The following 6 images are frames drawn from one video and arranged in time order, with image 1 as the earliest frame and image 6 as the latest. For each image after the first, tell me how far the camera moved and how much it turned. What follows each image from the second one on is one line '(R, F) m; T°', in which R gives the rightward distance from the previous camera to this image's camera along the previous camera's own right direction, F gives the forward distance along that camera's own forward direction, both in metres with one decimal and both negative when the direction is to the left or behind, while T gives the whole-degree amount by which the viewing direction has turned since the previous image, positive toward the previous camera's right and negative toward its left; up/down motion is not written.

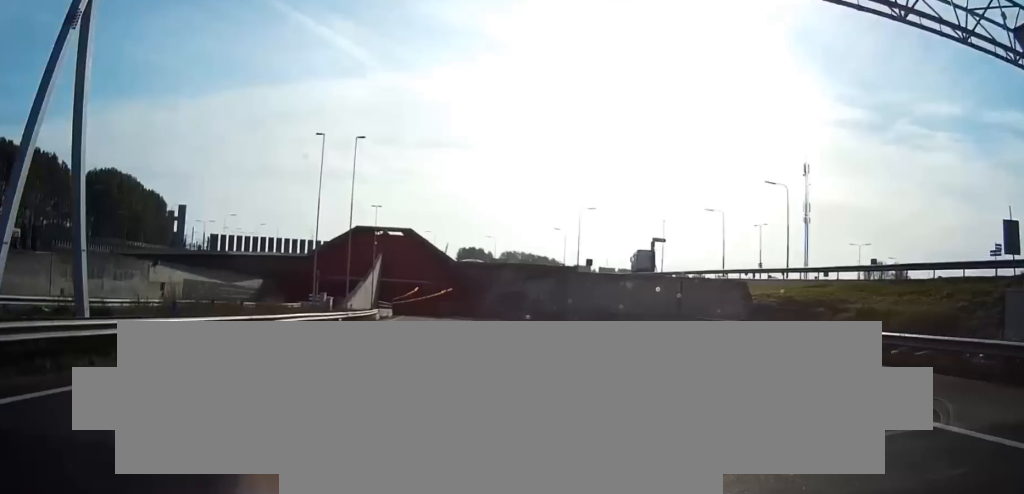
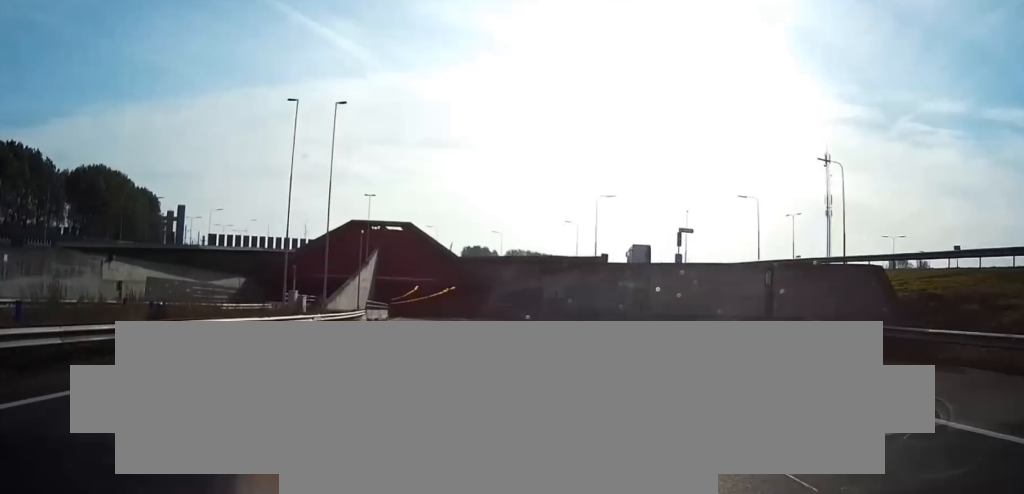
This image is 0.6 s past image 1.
(0.0, +11.8) m; 0°
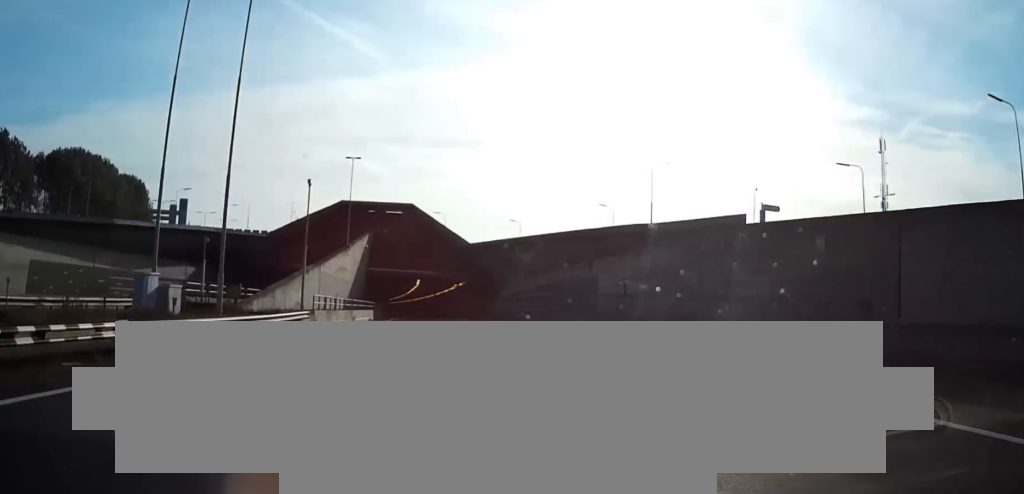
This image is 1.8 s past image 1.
(-0.2, +24.6) m; -1°
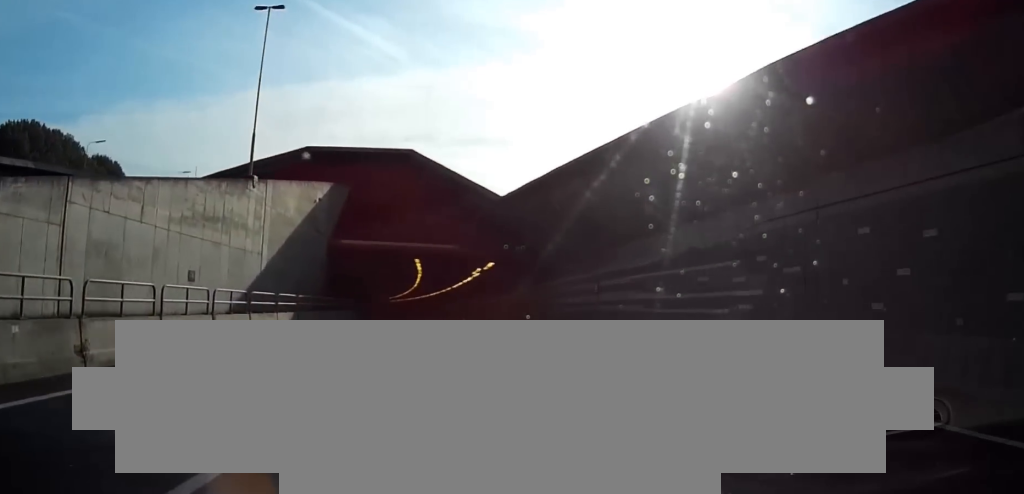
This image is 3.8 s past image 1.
(-0.6, +39.4) m; -2°
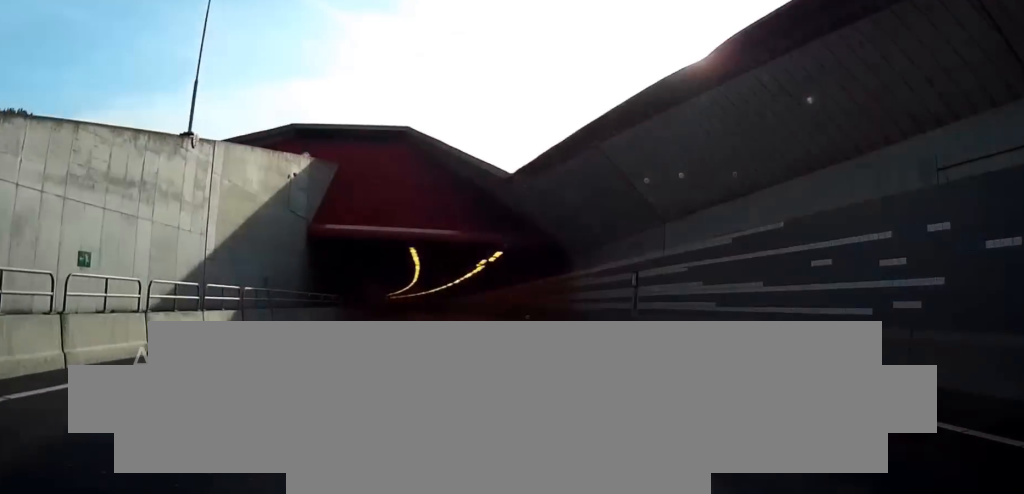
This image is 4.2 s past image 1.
(0.0, +8.6) m; 0°
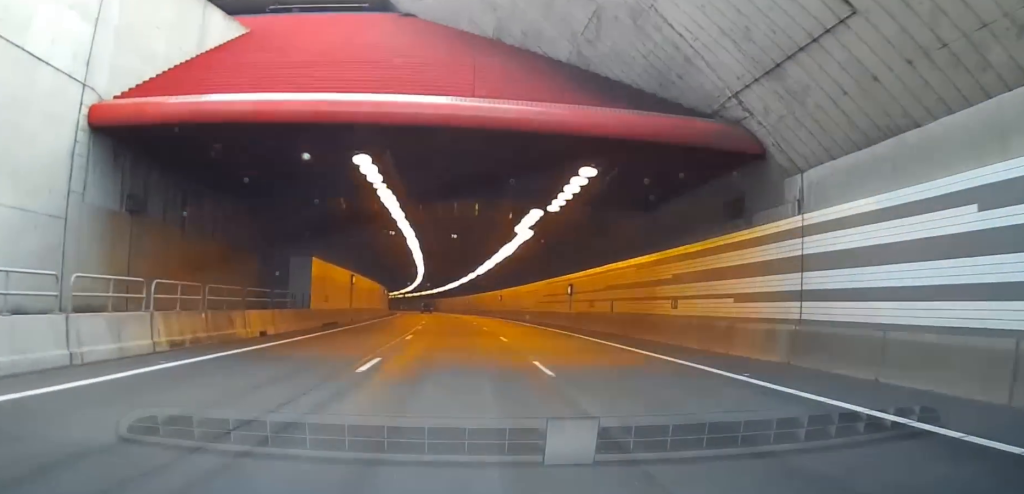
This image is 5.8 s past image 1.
(-0.5, +31.7) m; -2°
